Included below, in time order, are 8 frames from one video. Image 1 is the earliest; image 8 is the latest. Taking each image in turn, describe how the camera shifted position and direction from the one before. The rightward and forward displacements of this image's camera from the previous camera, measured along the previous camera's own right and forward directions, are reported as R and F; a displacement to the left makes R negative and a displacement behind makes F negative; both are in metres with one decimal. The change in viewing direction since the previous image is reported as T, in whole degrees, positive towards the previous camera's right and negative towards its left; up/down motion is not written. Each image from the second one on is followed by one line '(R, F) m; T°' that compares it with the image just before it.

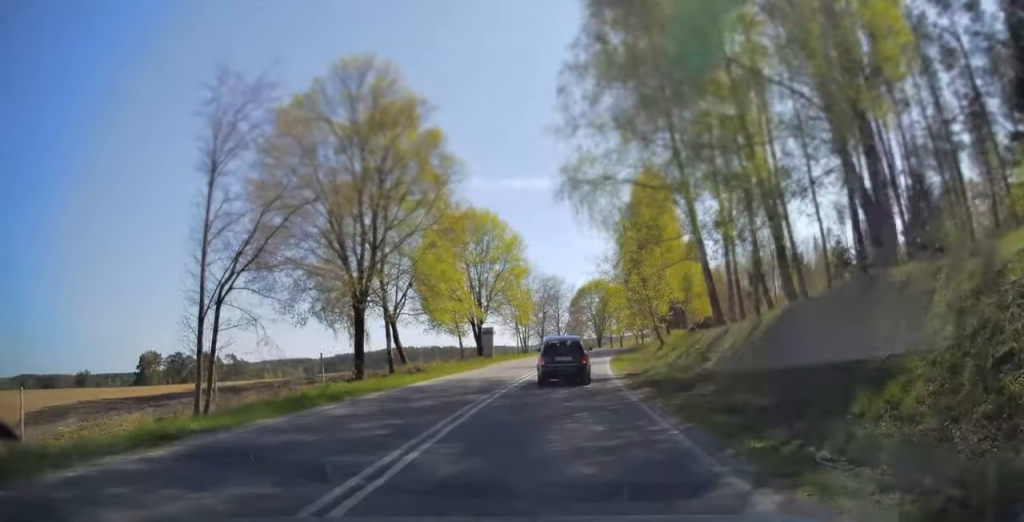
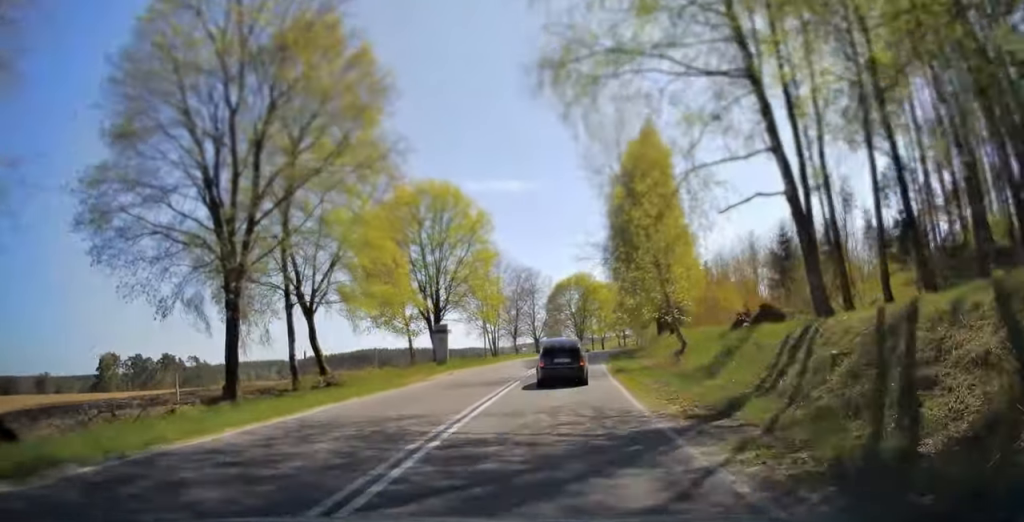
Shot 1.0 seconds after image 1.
(+0.3, +13.0) m; +3°
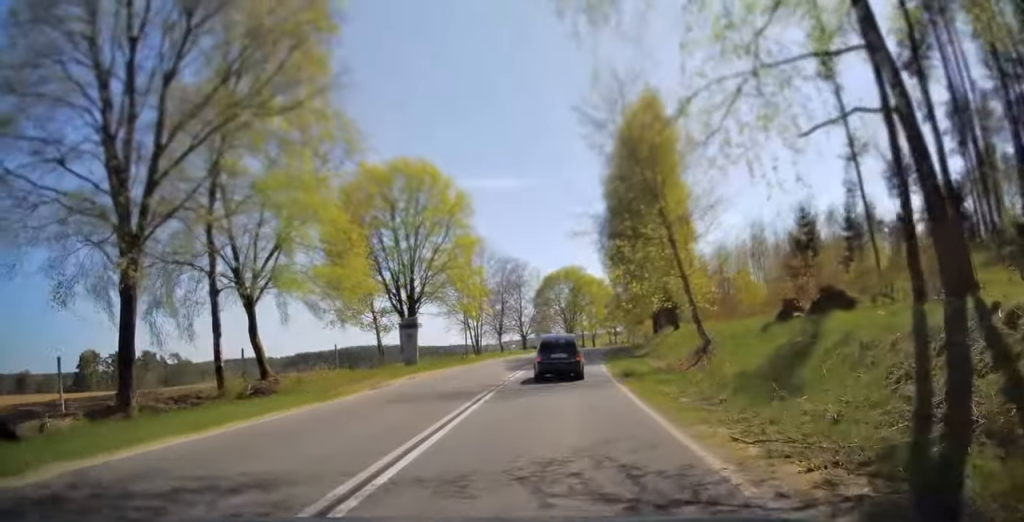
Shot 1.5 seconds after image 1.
(+0.1, +6.2) m; +1°
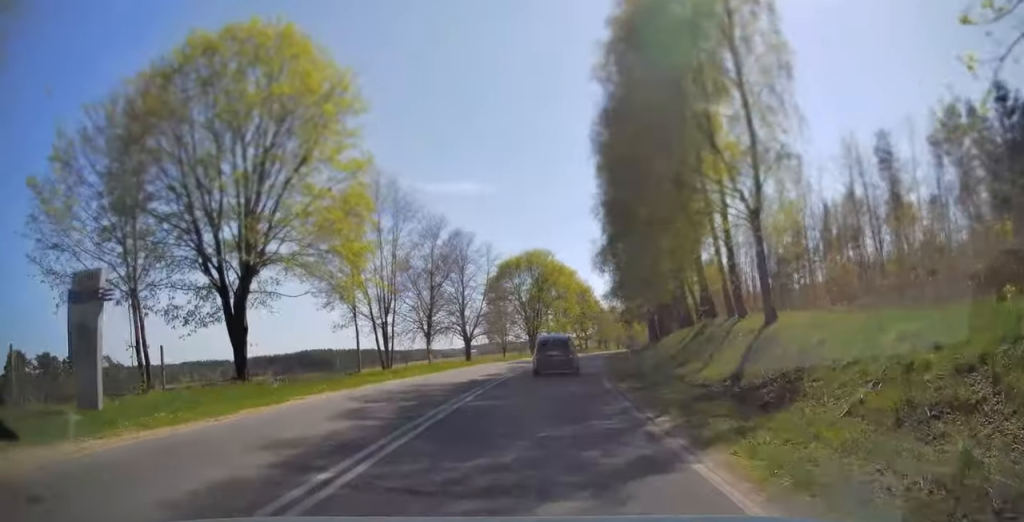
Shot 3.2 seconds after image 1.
(+0.7, +24.0) m; +4°
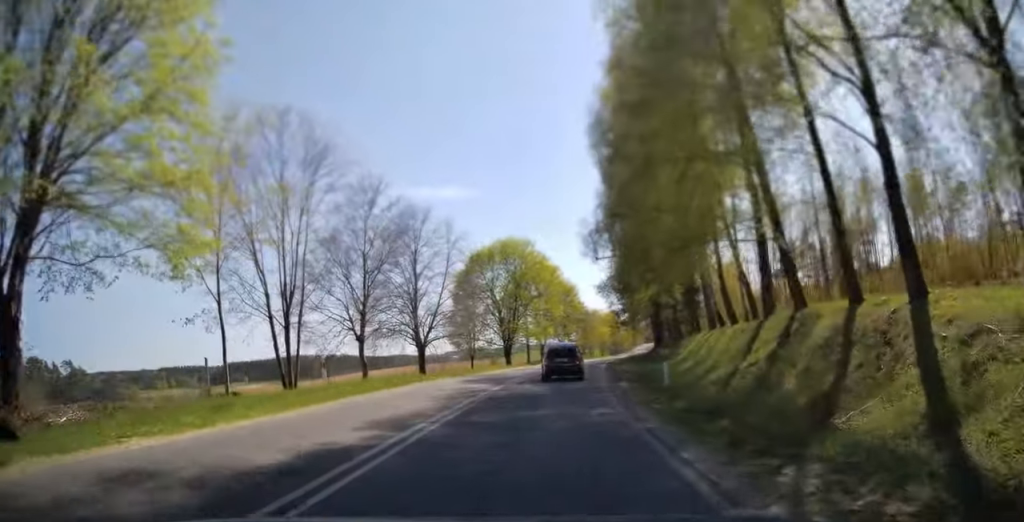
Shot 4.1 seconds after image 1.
(+0.3, +13.2) m; +2°
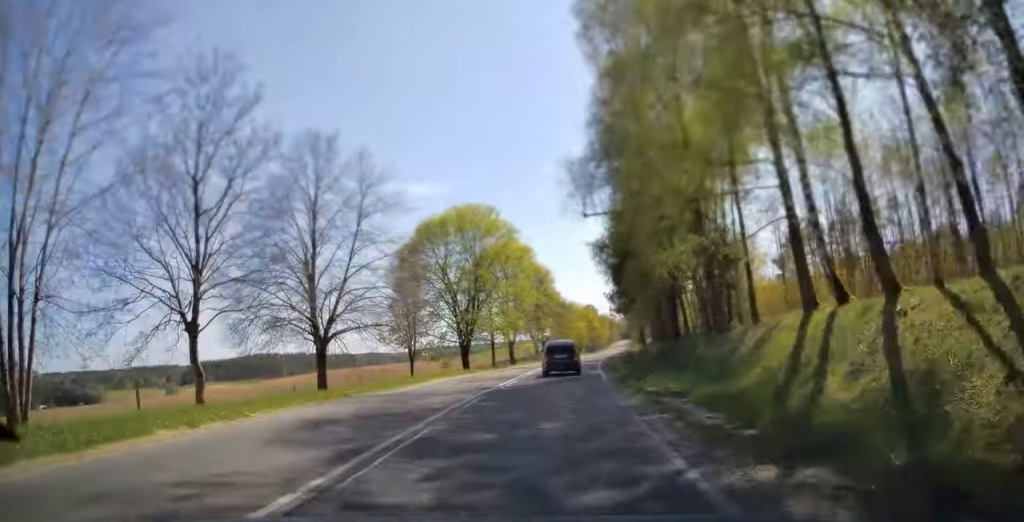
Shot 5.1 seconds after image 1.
(+0.3, +15.6) m; +2°
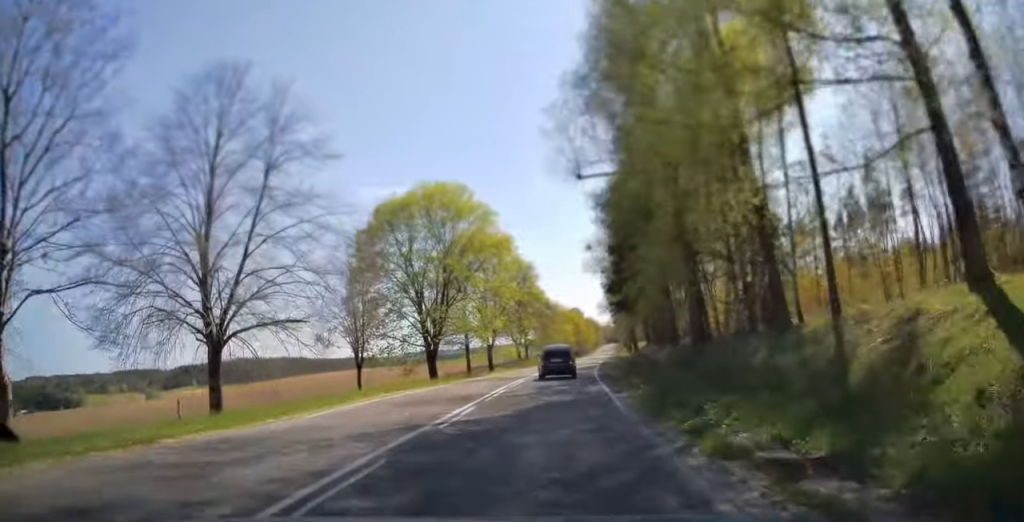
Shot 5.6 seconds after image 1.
(+0.1, +8.8) m; +1°
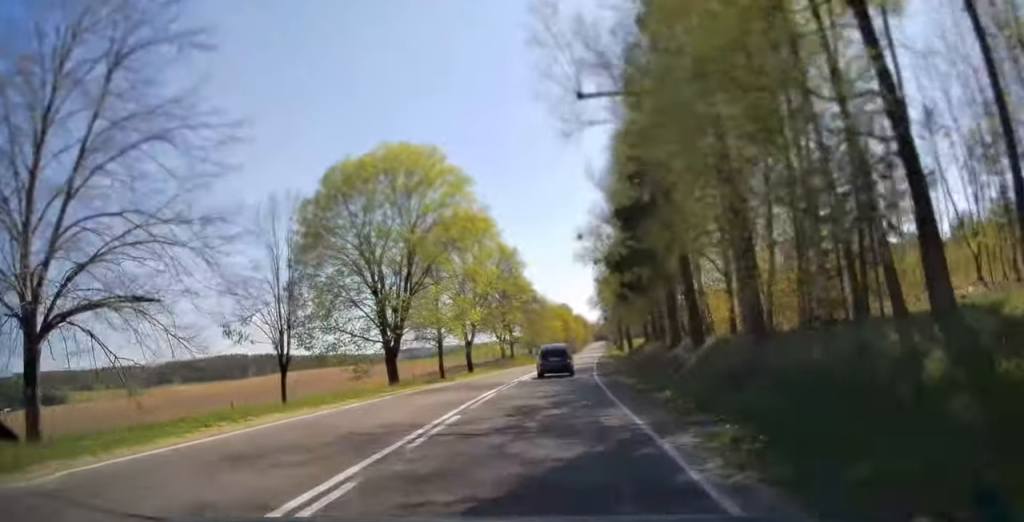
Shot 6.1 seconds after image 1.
(+0.1, +8.4) m; +1°
